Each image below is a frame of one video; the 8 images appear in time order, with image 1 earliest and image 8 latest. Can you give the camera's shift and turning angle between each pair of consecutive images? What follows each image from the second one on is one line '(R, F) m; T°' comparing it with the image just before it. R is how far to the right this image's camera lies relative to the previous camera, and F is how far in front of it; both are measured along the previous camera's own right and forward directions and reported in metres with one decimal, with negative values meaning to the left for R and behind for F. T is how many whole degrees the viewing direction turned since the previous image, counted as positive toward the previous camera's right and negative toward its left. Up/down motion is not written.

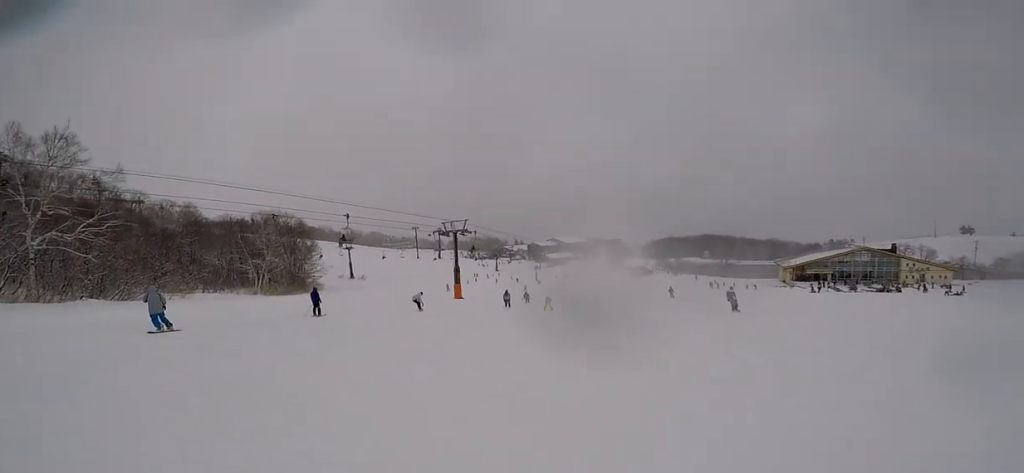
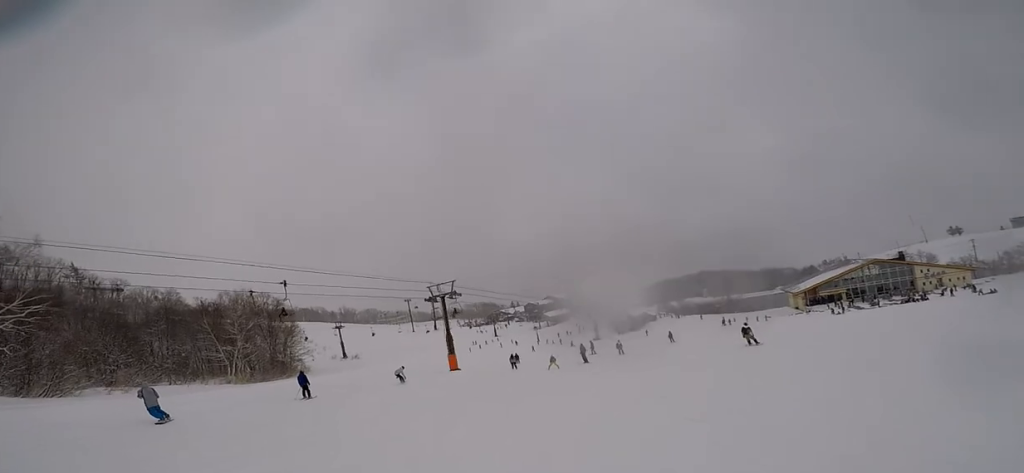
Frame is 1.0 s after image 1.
(-0.7, +6.1) m; +1°
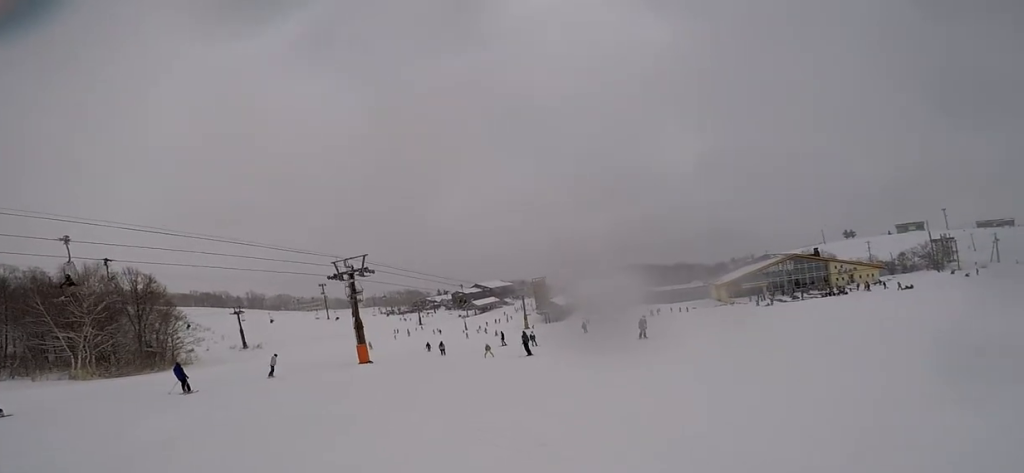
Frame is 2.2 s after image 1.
(+1.1, +7.5) m; 0°
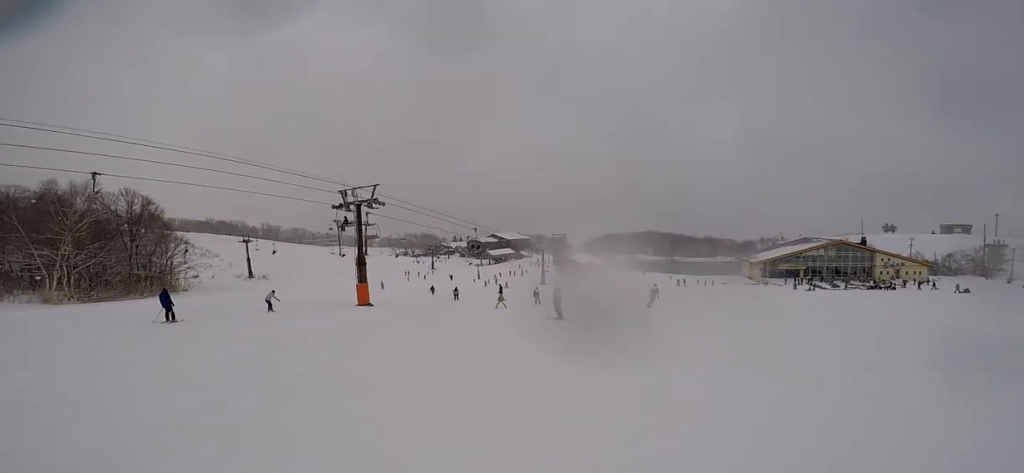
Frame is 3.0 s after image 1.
(-1.1, +5.1) m; 0°
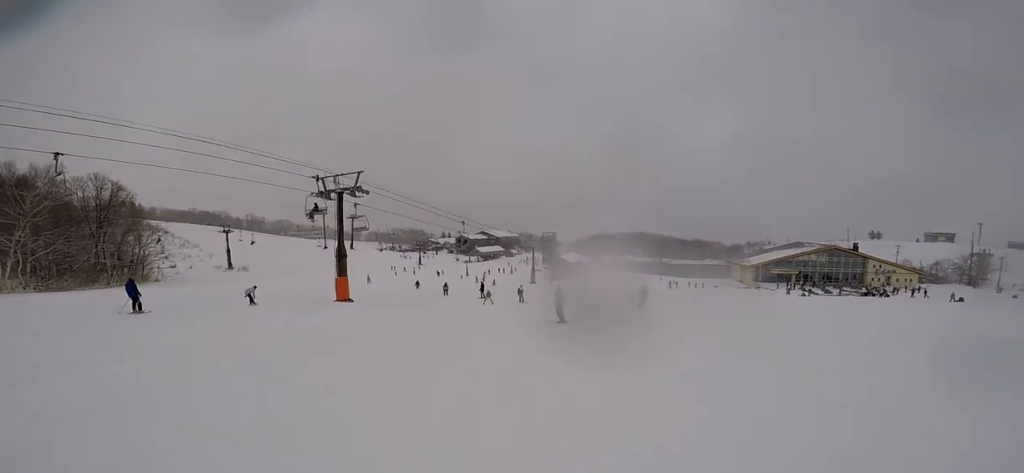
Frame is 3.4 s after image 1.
(-0.1, +2.5) m; 0°
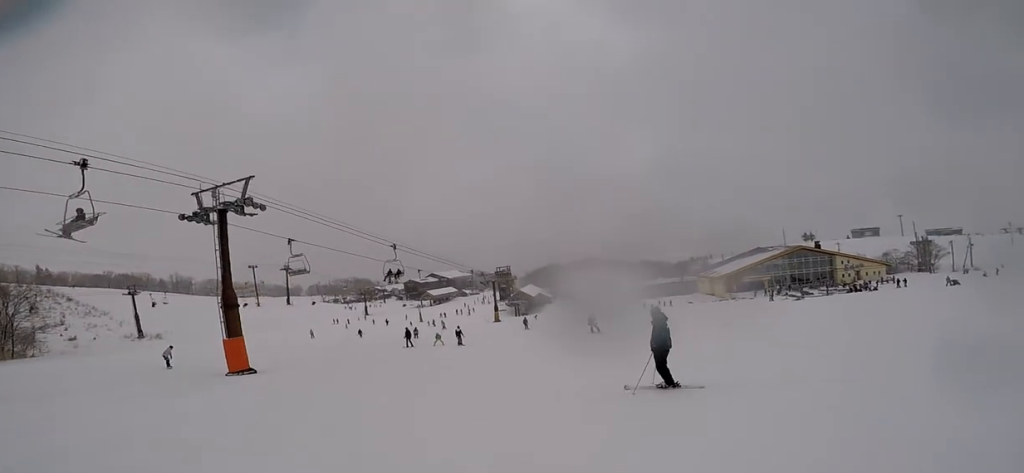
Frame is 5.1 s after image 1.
(0.0, +10.7) m; 0°
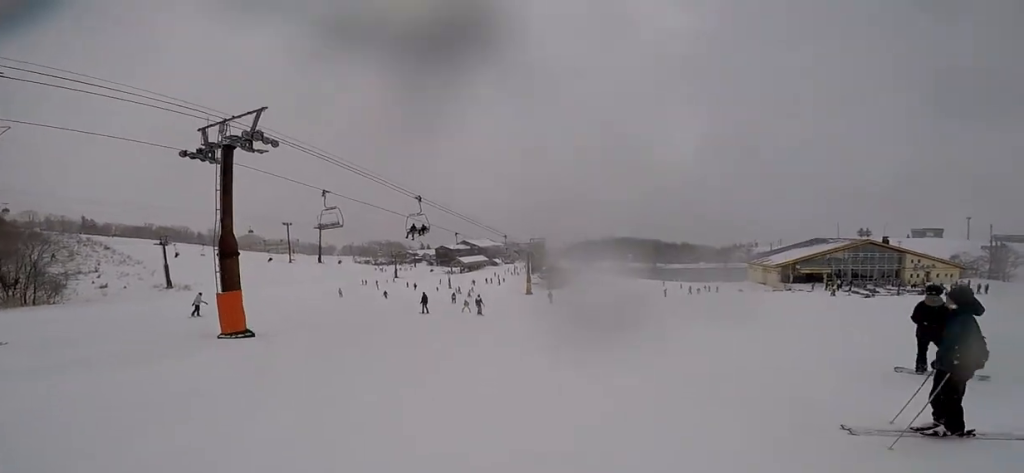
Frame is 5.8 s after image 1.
(+0.6, +4.4) m; 0°
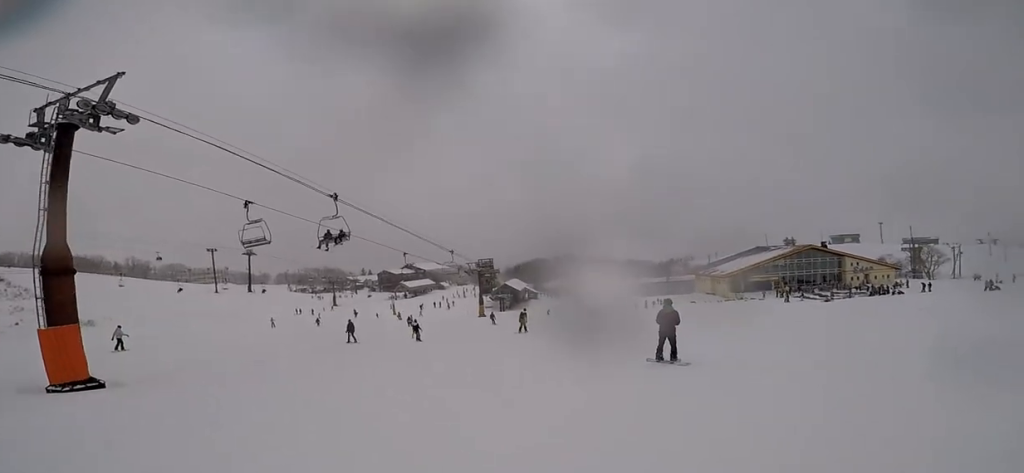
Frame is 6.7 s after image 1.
(+0.1, +5.4) m; 0°
